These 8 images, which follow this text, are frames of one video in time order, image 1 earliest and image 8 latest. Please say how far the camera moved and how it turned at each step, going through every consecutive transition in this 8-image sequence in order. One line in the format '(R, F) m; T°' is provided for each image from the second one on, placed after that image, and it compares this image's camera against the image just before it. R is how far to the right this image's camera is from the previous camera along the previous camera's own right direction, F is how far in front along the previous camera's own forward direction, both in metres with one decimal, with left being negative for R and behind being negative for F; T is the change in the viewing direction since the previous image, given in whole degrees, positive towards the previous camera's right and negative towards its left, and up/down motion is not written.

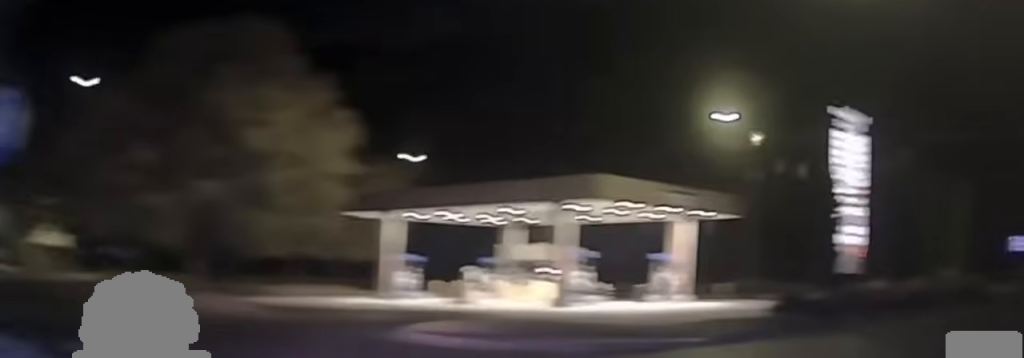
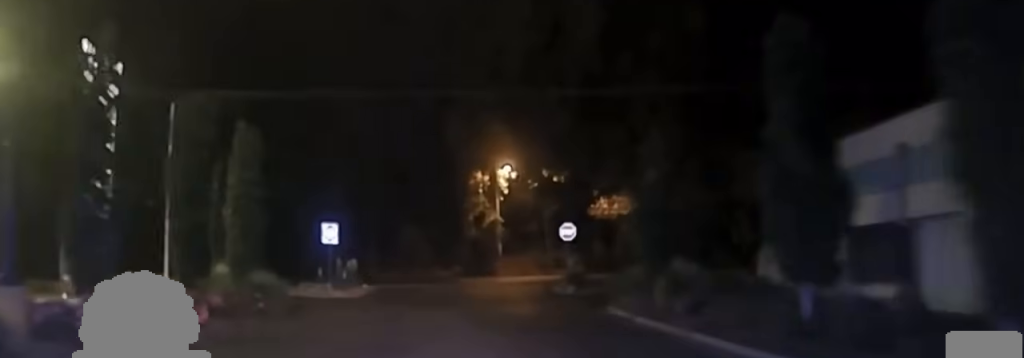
(+4.7, +17.1) m; +17°
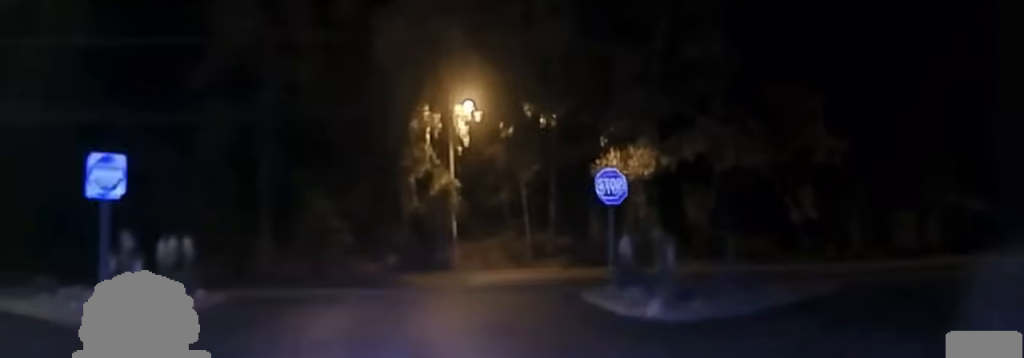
(+0.5, +19.8) m; +4°
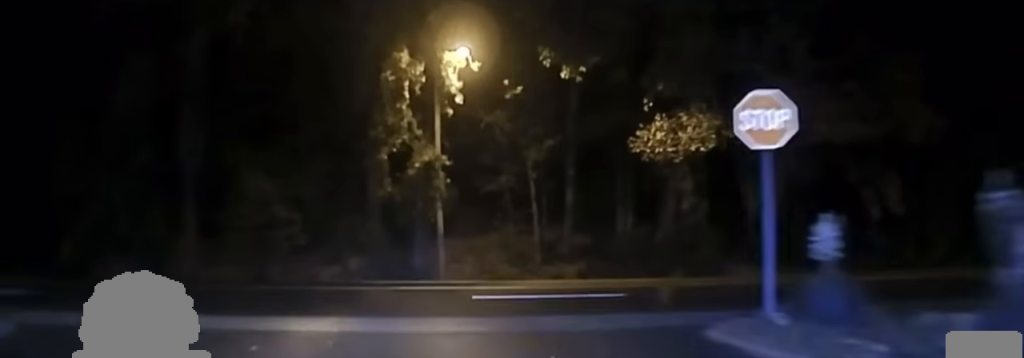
(+0.1, +10.5) m; +9°
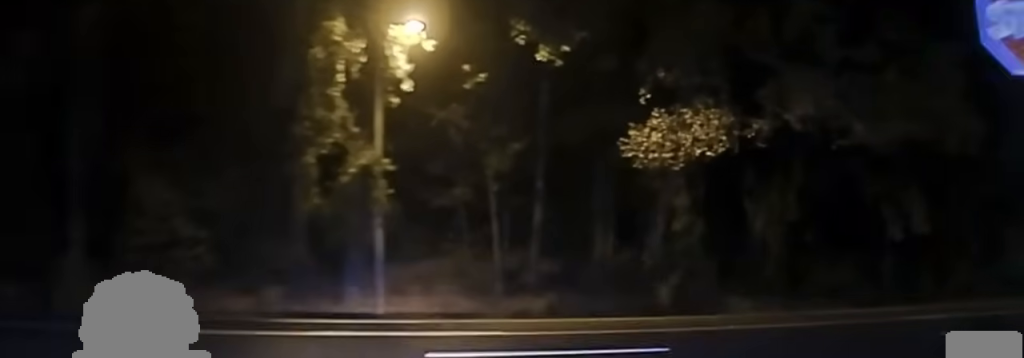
(+0.1, +7.1) m; +17°
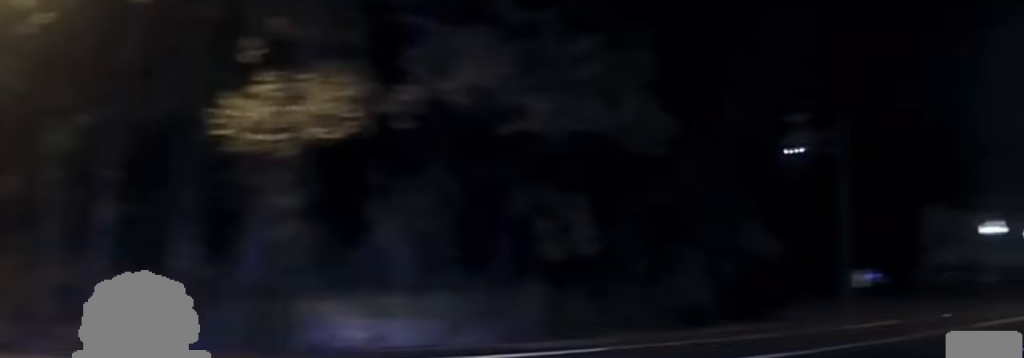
(+2.9, +6.7) m; +36°
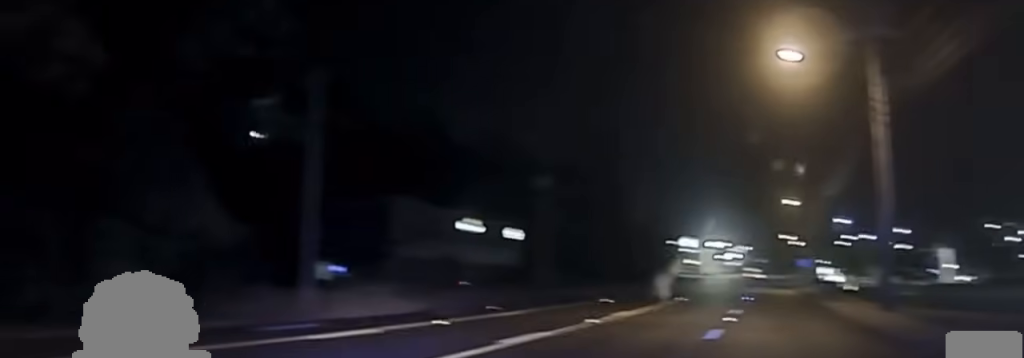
(+1.9, +6.9) m; +19°
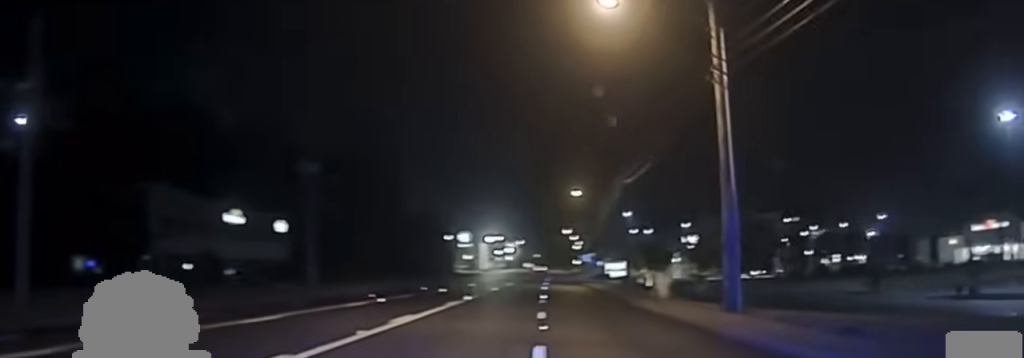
(+0.5, +6.7) m; +5°
